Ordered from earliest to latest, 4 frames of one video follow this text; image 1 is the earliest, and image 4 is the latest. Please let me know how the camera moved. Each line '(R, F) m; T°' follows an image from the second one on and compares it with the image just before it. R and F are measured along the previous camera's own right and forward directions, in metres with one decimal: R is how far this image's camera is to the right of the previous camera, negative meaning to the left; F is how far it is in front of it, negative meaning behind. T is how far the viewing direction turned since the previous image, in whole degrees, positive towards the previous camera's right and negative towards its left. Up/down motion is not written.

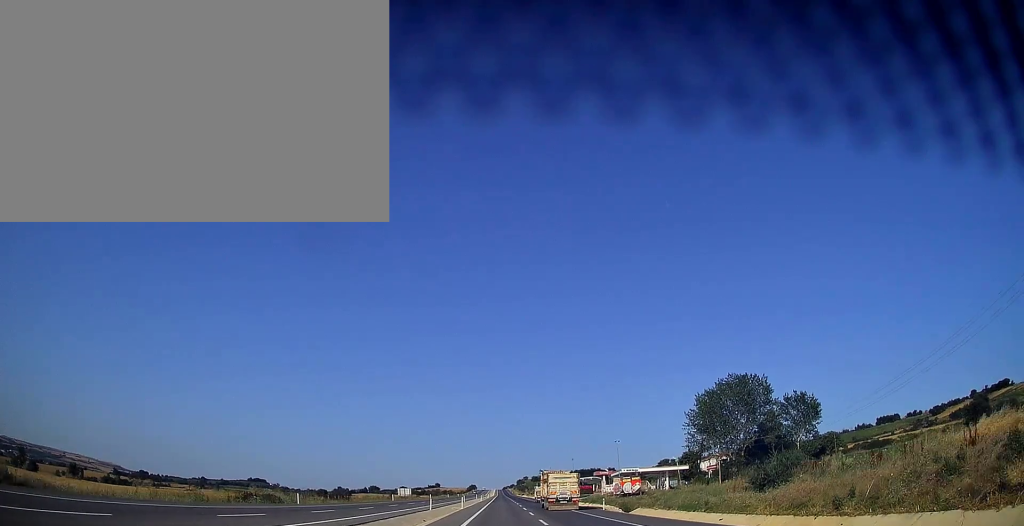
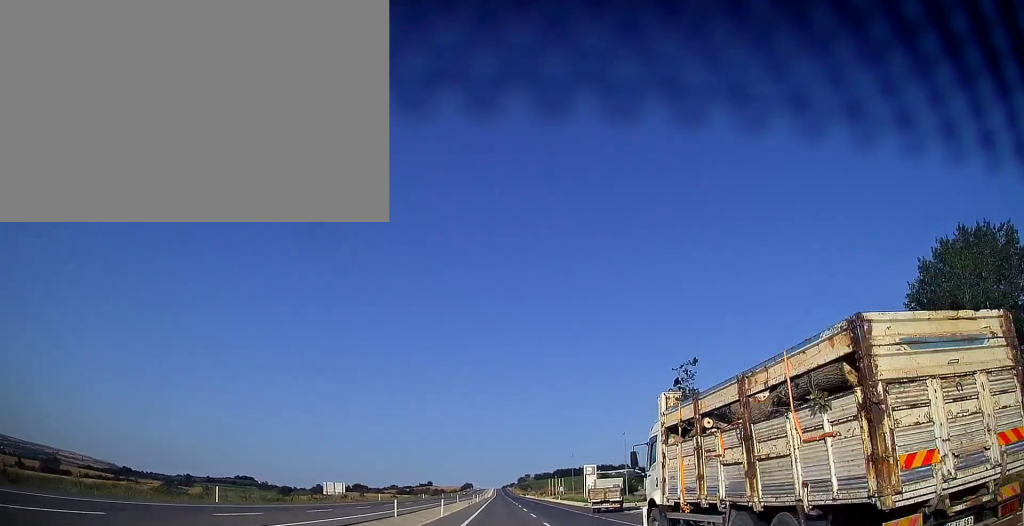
(+0.2, +63.4) m; 0°
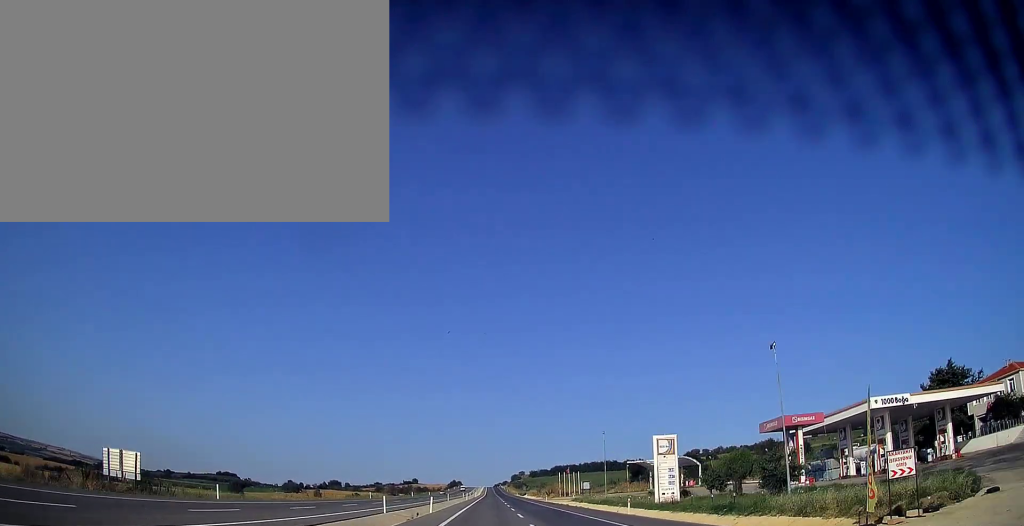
(-0.2, +50.9) m; 0°
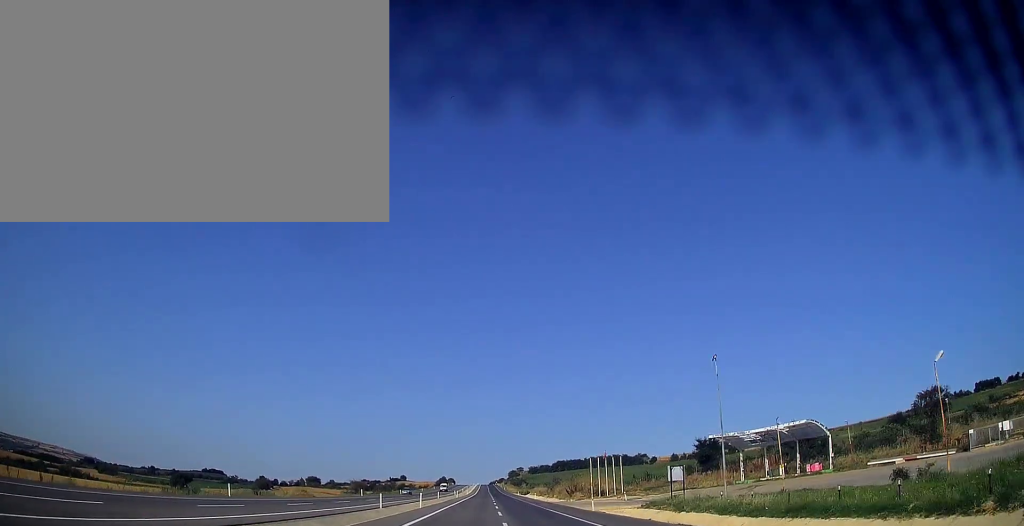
(+0.5, +48.0) m; +1°
